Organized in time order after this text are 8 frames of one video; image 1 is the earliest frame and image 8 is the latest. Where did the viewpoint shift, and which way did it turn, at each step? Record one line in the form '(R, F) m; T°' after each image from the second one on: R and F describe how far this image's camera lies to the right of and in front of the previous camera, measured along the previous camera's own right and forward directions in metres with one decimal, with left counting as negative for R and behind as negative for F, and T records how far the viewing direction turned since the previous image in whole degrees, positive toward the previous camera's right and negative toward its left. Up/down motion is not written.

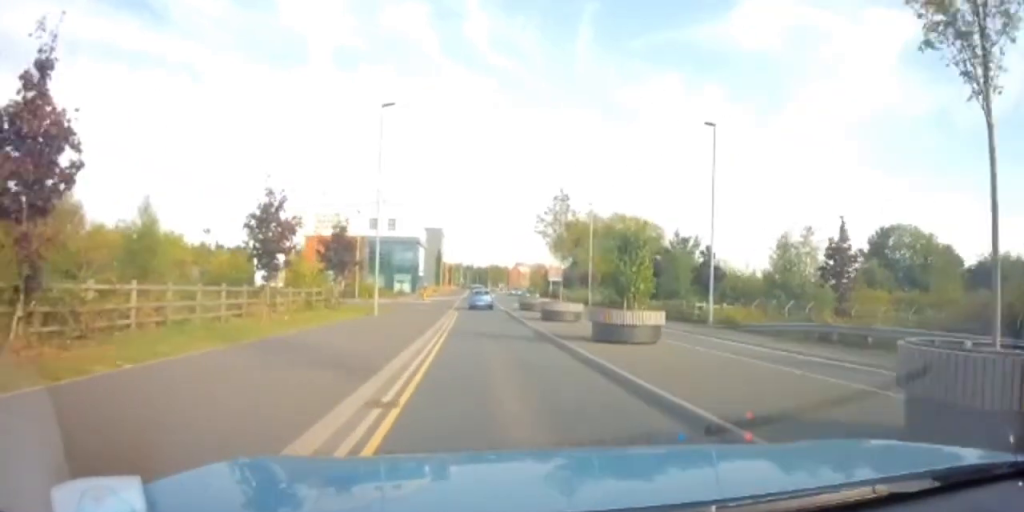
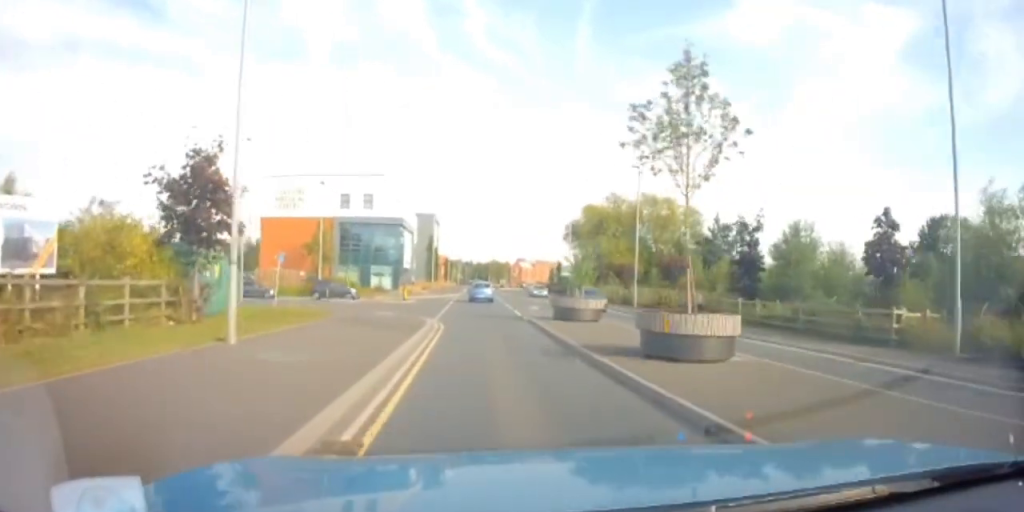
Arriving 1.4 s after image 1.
(-0.6, +16.2) m; -1°
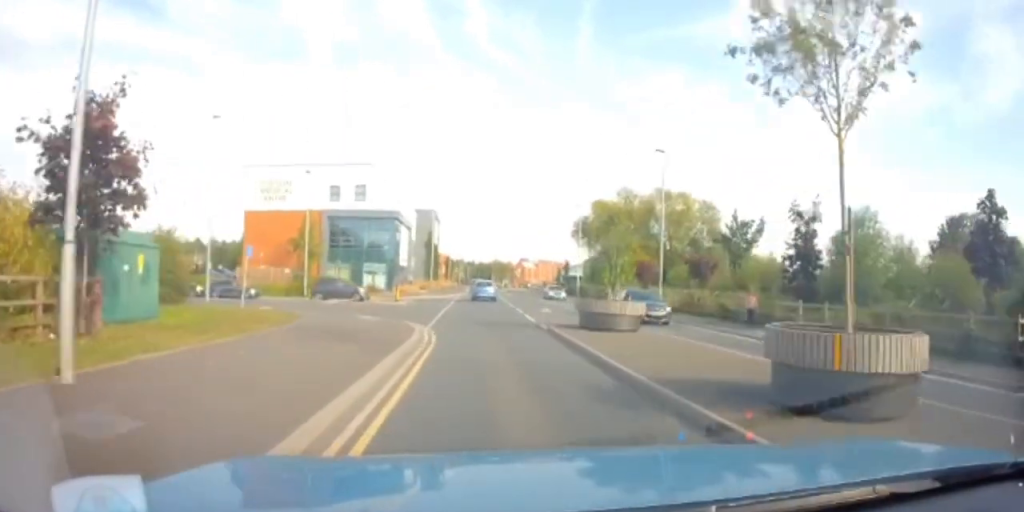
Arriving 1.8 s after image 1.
(0.0, +5.1) m; +1°
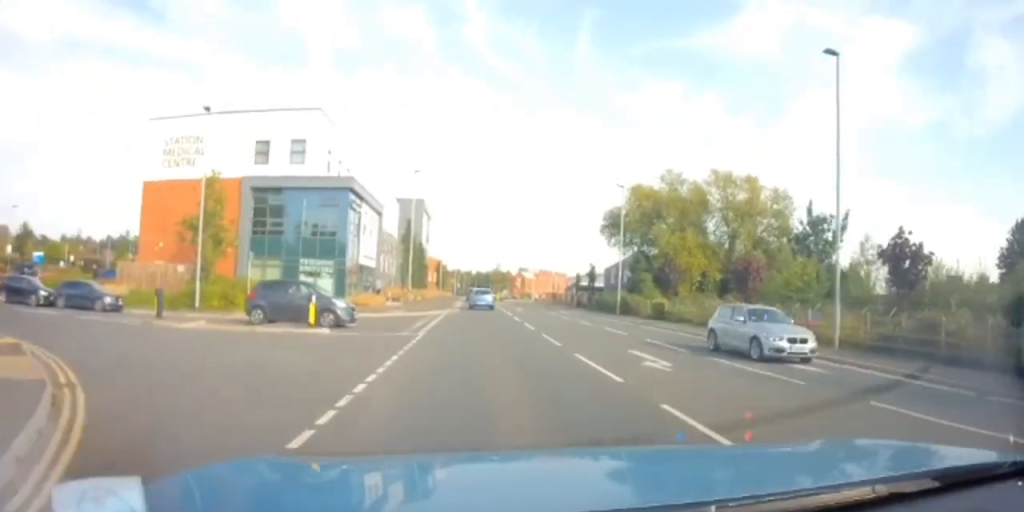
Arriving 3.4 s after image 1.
(+0.4, +19.0) m; +1°
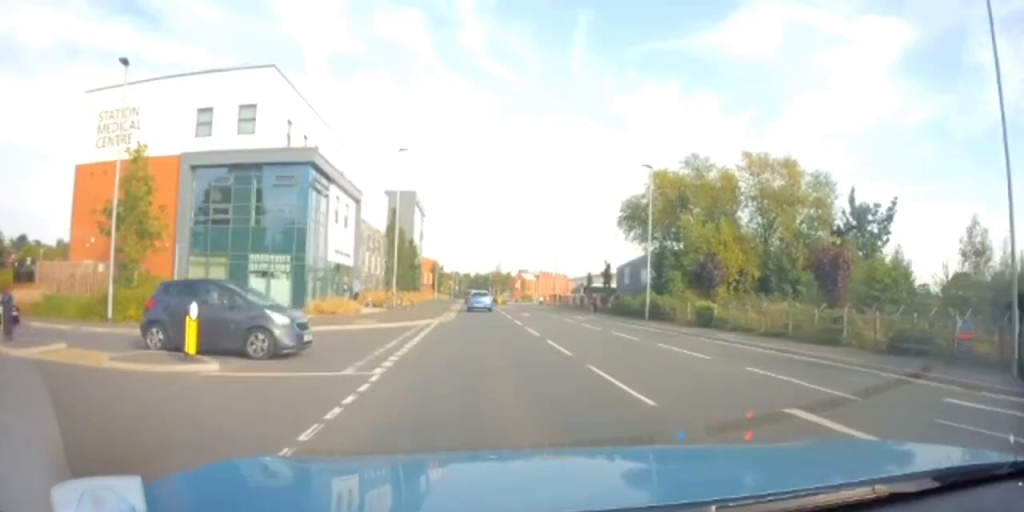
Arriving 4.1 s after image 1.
(0.0, +7.8) m; 0°
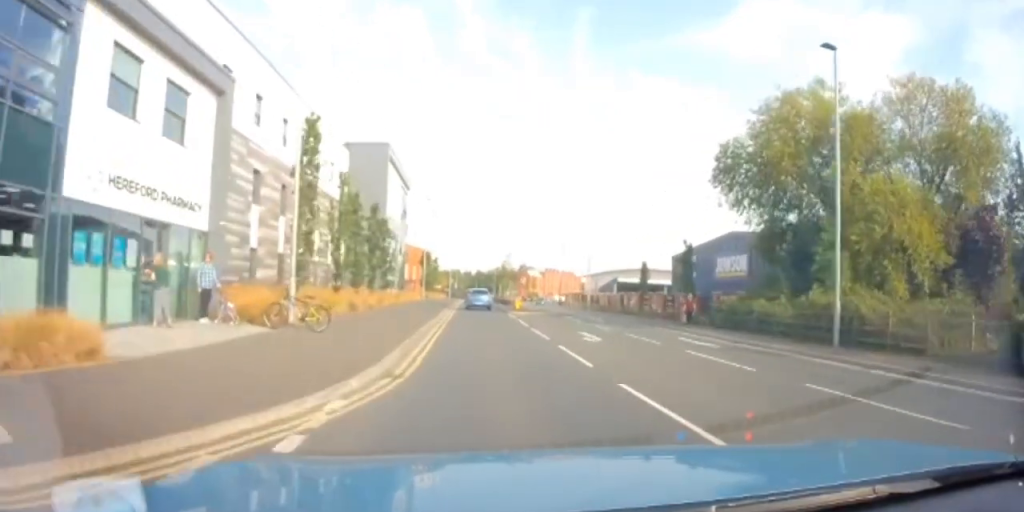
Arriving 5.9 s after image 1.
(-0.4, +20.7) m; 0°
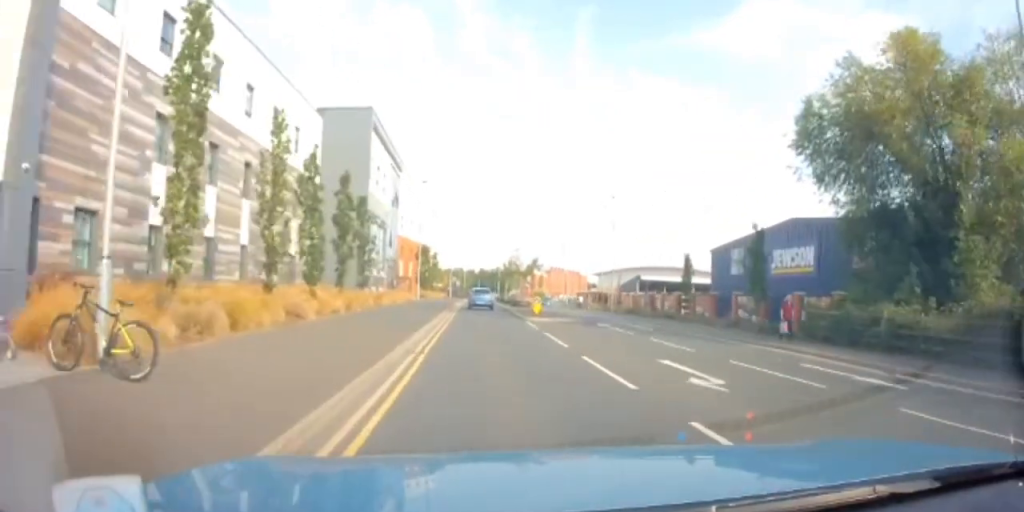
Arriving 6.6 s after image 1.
(+0.2, +8.6) m; +1°
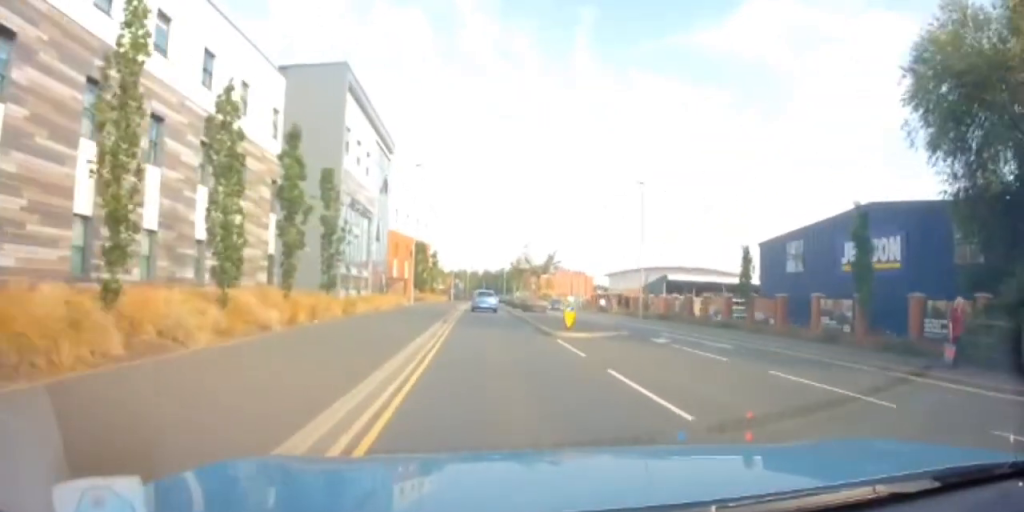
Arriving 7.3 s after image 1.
(+0.1, +7.7) m; -1°
